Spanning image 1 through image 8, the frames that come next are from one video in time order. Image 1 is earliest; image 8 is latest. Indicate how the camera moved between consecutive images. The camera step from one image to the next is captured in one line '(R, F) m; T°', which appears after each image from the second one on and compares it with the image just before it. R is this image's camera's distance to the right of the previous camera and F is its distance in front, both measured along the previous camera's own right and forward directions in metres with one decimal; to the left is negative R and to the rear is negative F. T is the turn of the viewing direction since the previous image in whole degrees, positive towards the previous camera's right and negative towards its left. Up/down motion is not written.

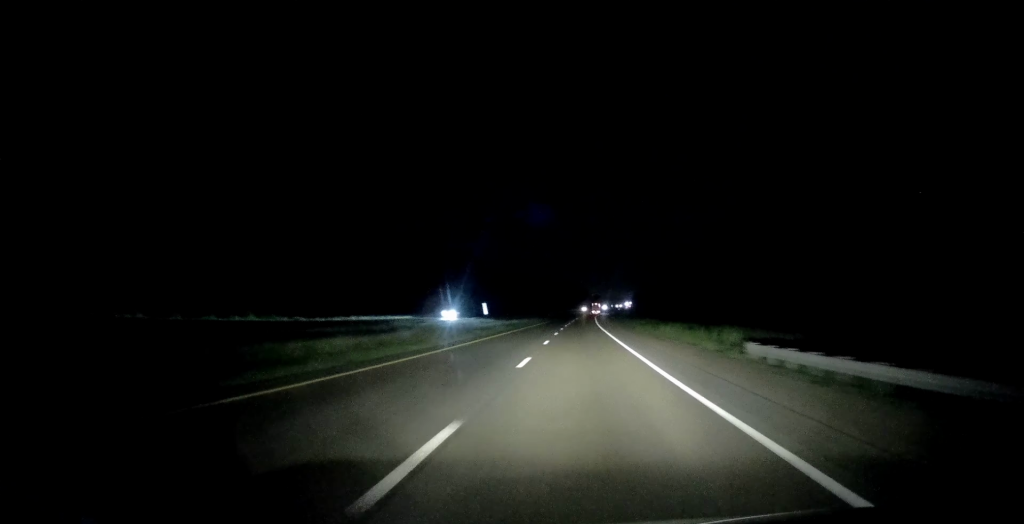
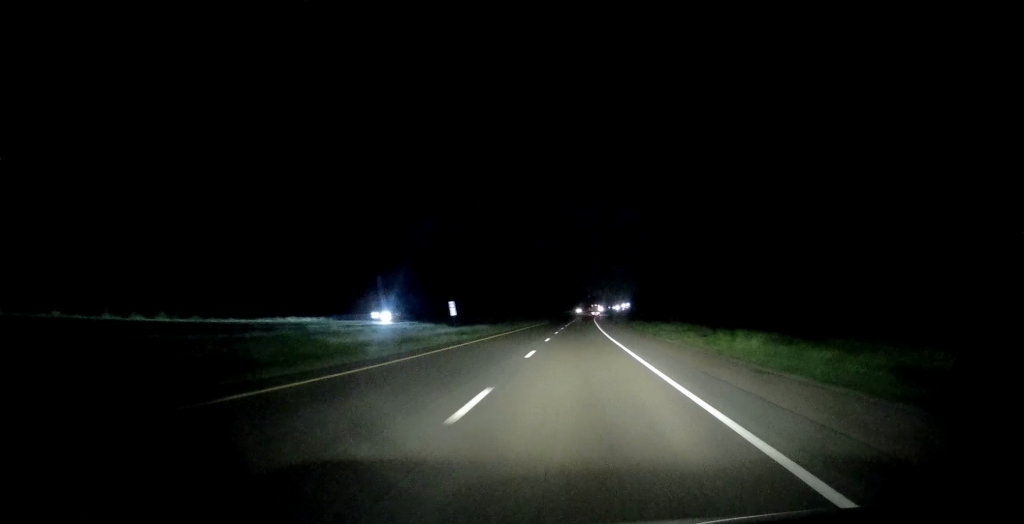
(+0.3, +20.5) m; +1°
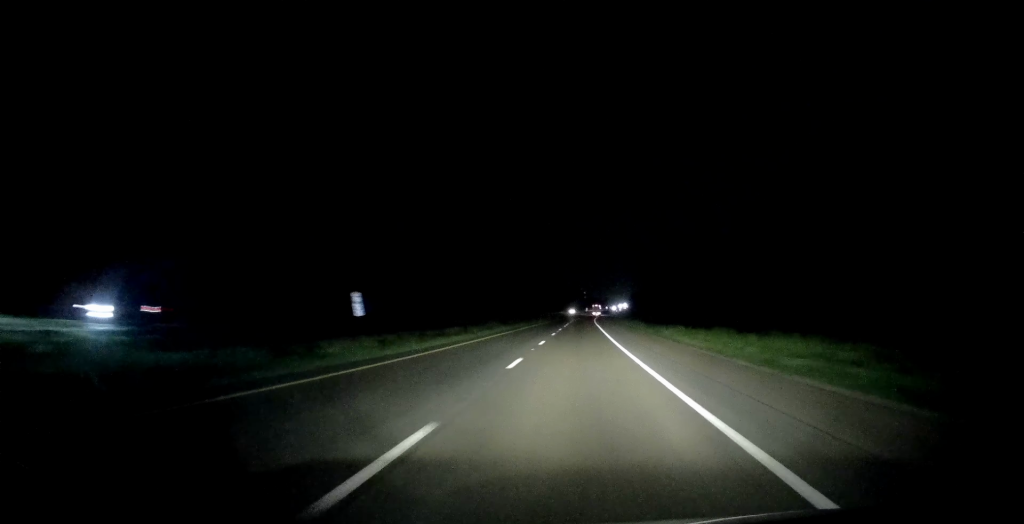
(+0.4, +28.4) m; +1°
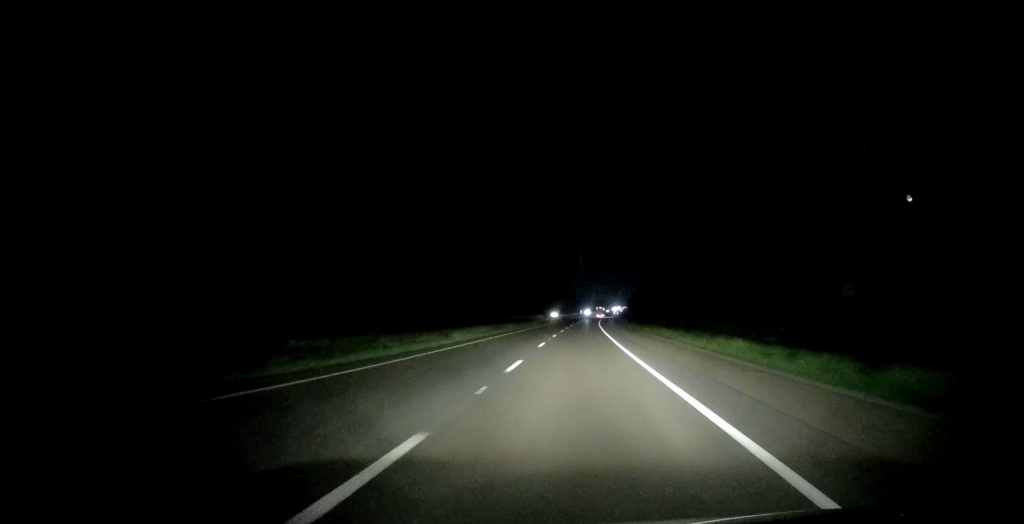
(+0.4, +61.1) m; 0°
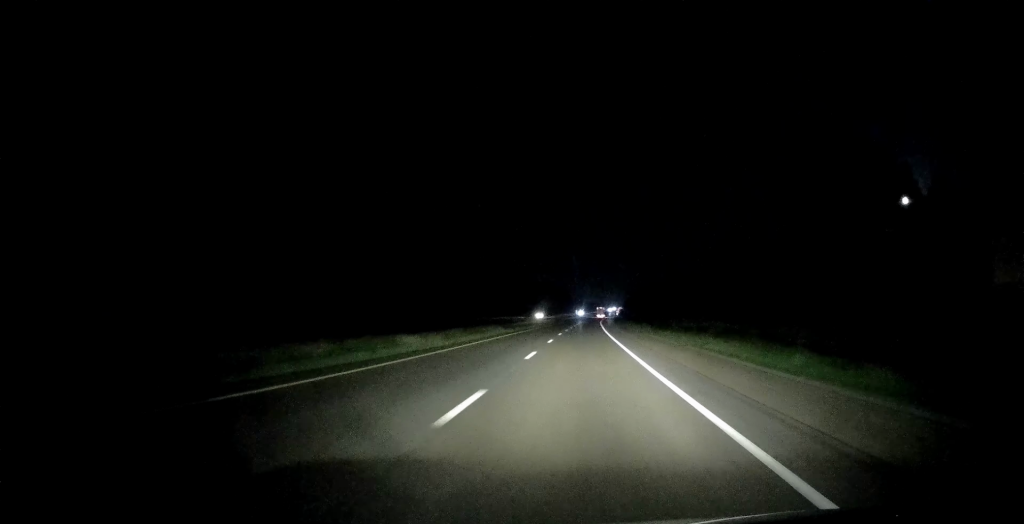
(-0.1, +31.6) m; 0°
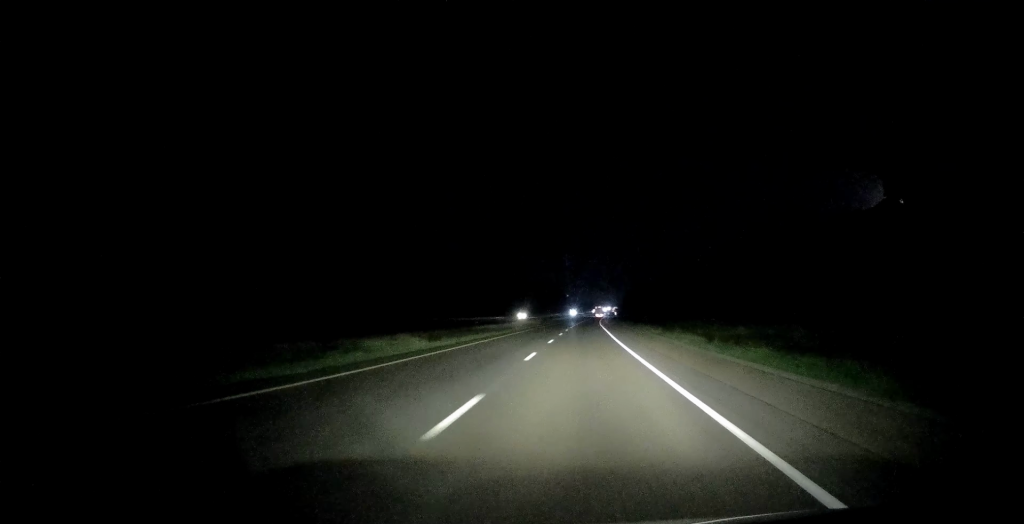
(0.0, +24.9) m; +1°
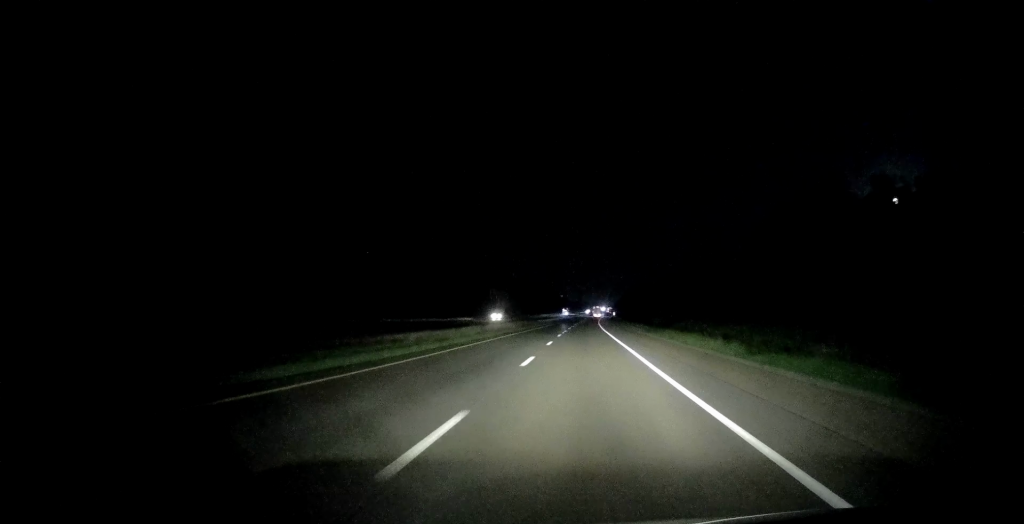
(+0.4, +26.0) m; +1°
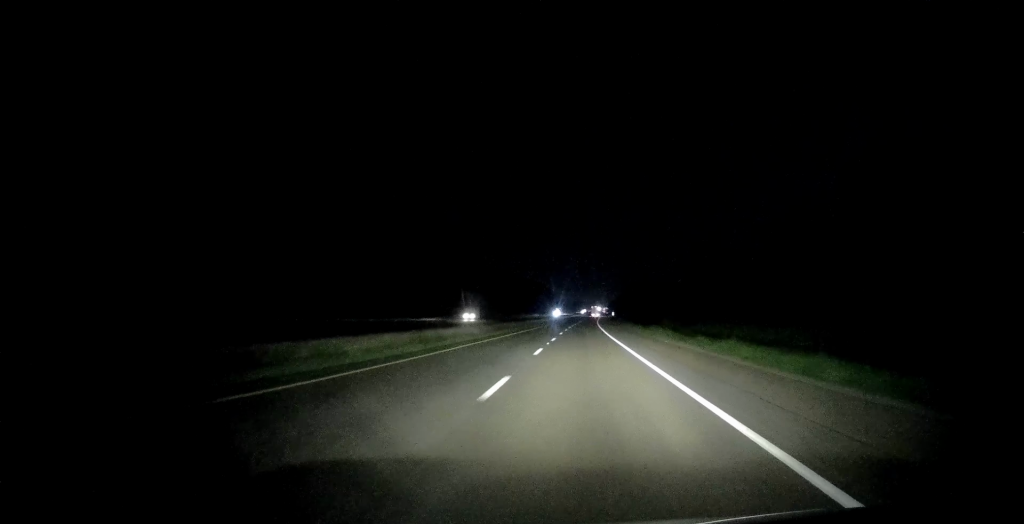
(+0.1, +19.3) m; 0°
